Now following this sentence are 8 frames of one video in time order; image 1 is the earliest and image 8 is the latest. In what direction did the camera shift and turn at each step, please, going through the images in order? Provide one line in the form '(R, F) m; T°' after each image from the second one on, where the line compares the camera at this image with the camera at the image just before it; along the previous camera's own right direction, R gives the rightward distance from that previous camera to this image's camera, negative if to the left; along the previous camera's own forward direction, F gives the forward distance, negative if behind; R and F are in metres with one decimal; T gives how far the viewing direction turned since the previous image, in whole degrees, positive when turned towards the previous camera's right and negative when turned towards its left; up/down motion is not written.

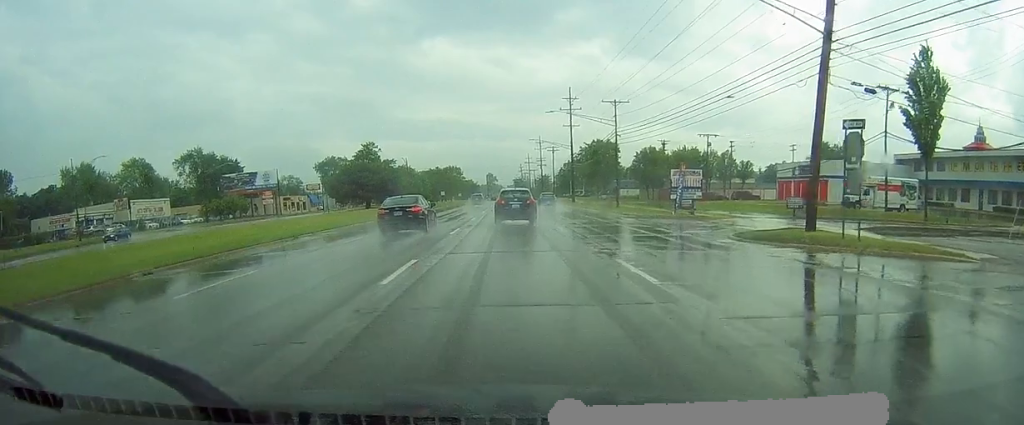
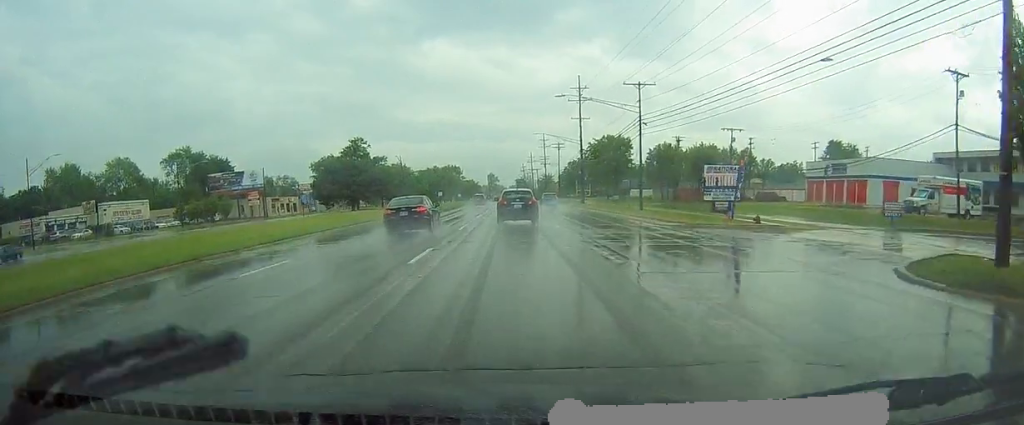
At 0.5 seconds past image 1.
(-0.2, +10.4) m; -1°
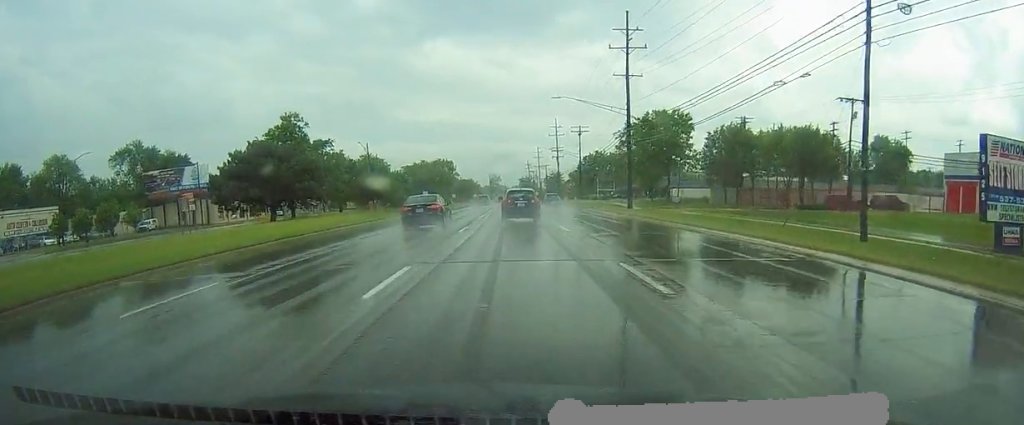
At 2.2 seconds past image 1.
(0.0, +34.3) m; +1°
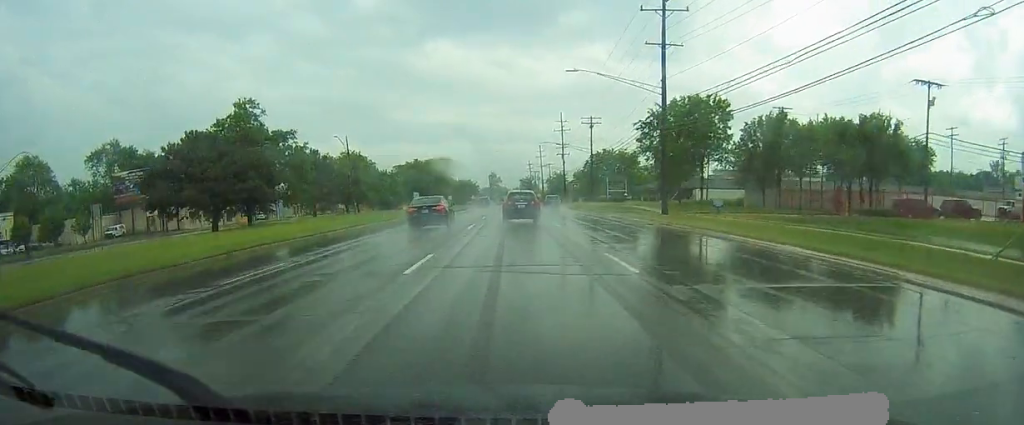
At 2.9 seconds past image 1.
(+0.2, +13.2) m; 0°
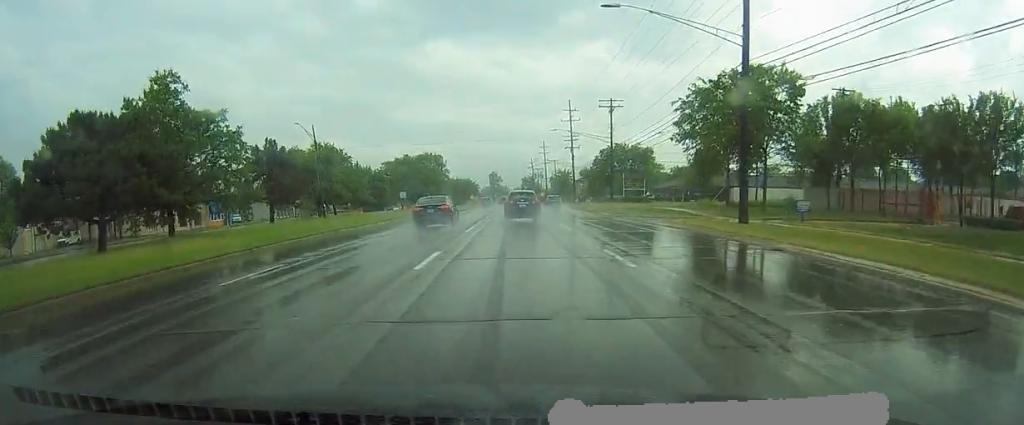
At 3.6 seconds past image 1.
(-0.2, +15.5) m; -1°
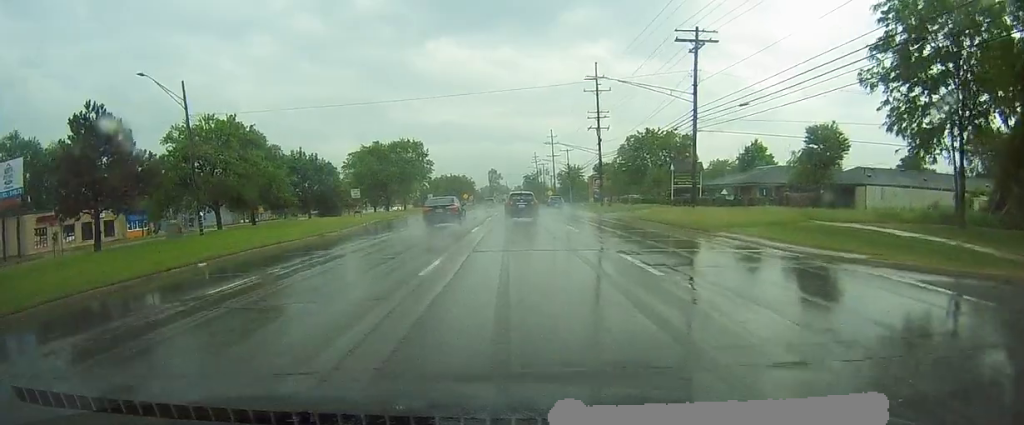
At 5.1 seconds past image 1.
(-0.2, +30.7) m; 0°
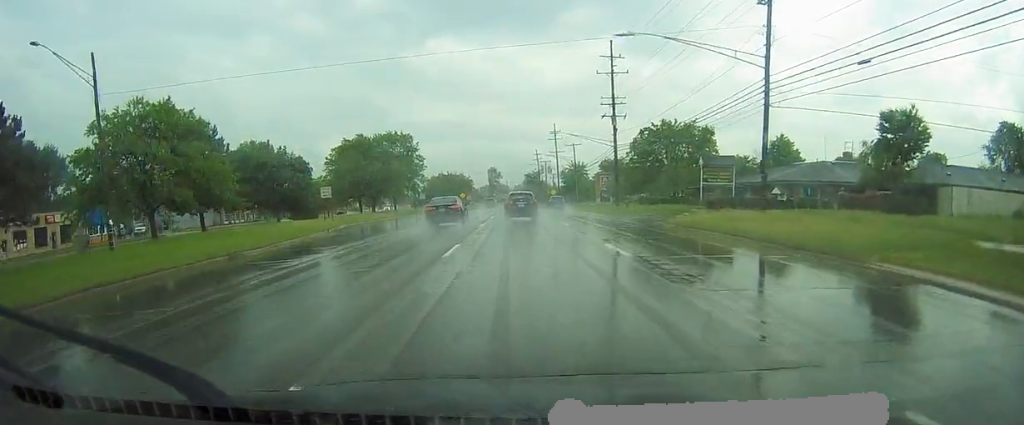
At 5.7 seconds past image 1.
(0.0, +11.2) m; +1°
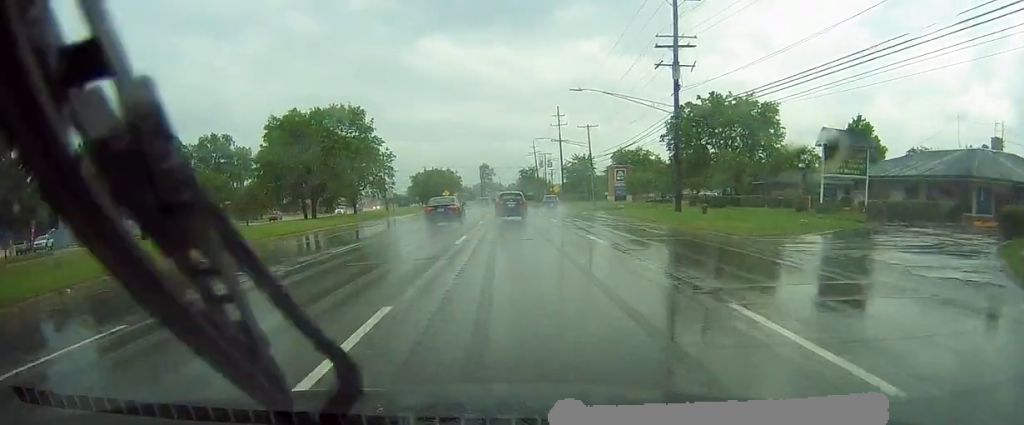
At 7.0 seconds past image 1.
(+0.4, +26.4) m; +1°
